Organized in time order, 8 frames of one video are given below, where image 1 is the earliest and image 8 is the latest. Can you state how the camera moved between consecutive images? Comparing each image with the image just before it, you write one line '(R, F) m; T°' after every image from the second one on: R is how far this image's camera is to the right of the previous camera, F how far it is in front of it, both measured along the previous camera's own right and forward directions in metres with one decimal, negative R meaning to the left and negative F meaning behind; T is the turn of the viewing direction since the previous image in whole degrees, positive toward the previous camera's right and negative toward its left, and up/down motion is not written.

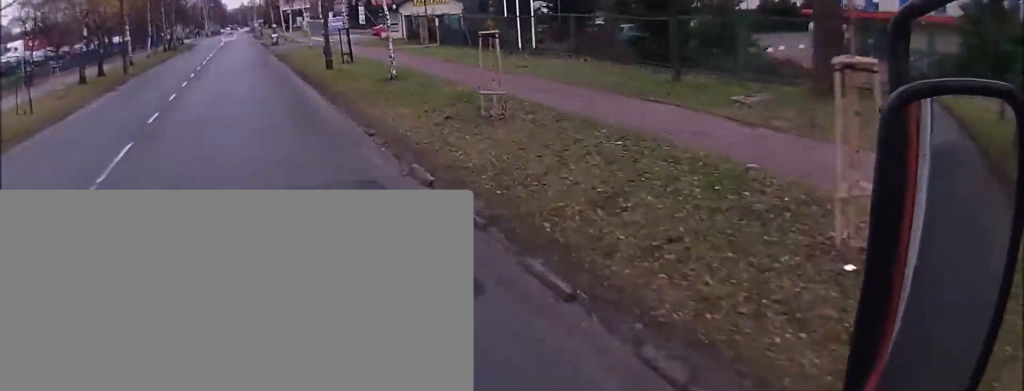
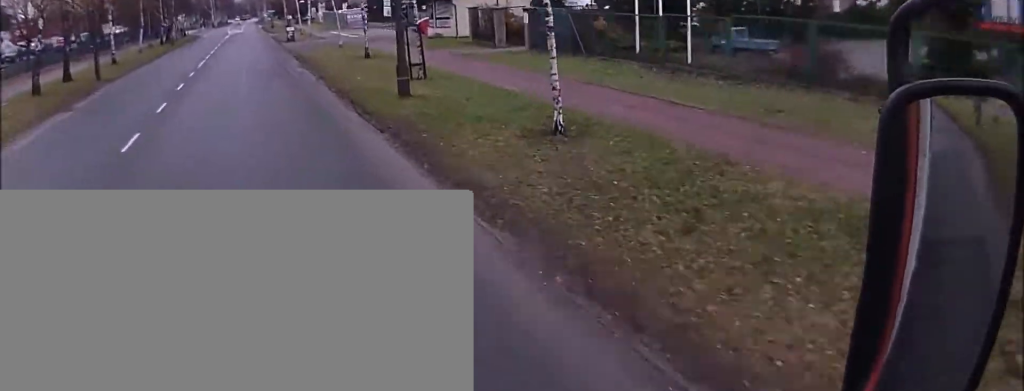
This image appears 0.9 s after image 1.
(-0.1, +11.7) m; +1°
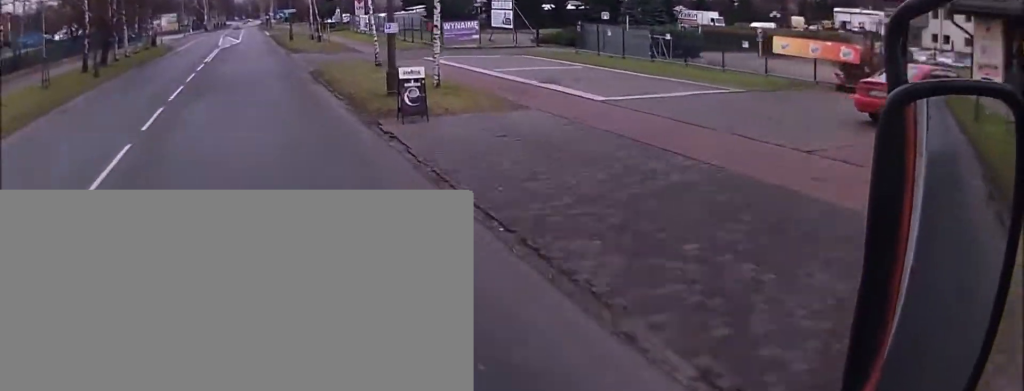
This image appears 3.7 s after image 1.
(0.0, +39.1) m; -2°
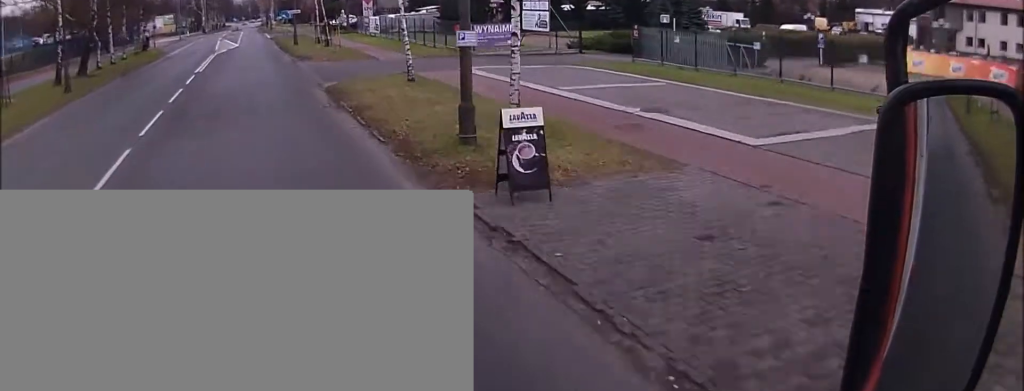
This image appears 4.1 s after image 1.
(0.0, +6.0) m; 0°
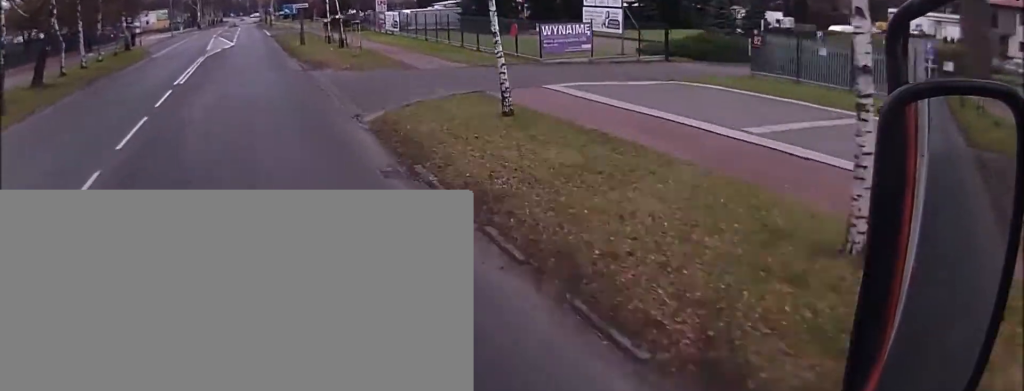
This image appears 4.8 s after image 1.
(0.0, +9.3) m; 0°
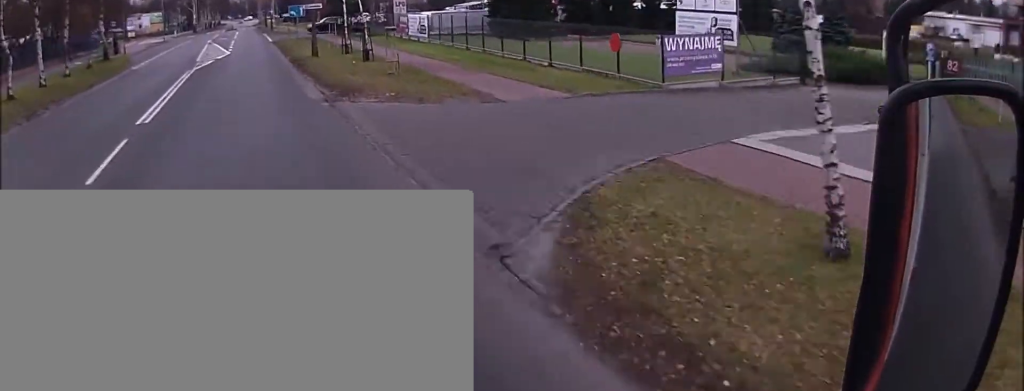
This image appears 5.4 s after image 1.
(0.0, +8.8) m; 0°
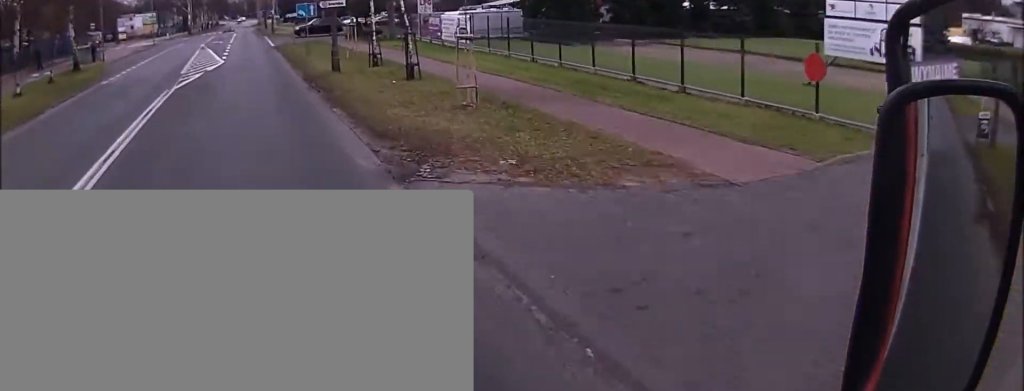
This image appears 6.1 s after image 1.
(0.0, +8.8) m; 0°
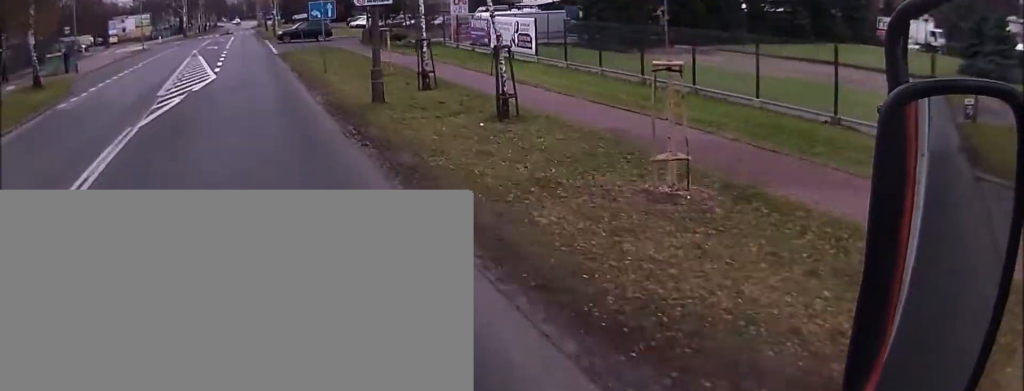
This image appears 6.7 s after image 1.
(0.0, +8.4) m; 0°
